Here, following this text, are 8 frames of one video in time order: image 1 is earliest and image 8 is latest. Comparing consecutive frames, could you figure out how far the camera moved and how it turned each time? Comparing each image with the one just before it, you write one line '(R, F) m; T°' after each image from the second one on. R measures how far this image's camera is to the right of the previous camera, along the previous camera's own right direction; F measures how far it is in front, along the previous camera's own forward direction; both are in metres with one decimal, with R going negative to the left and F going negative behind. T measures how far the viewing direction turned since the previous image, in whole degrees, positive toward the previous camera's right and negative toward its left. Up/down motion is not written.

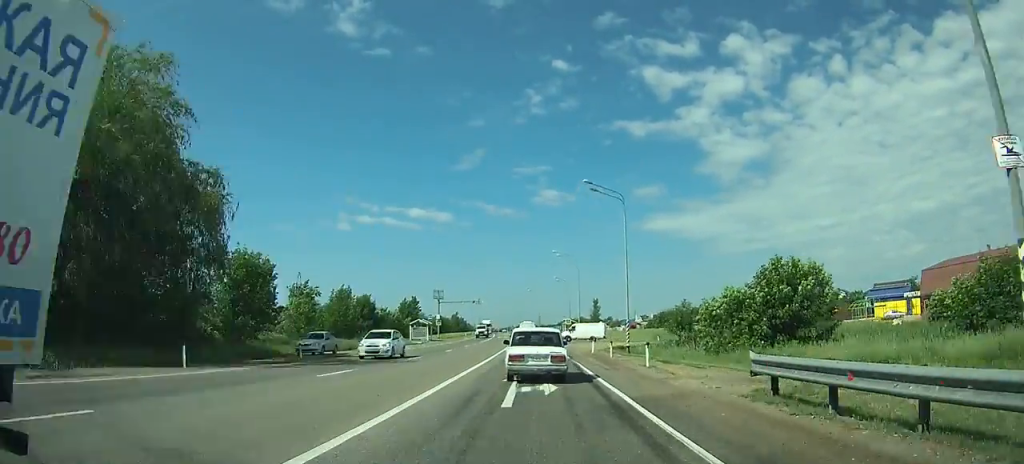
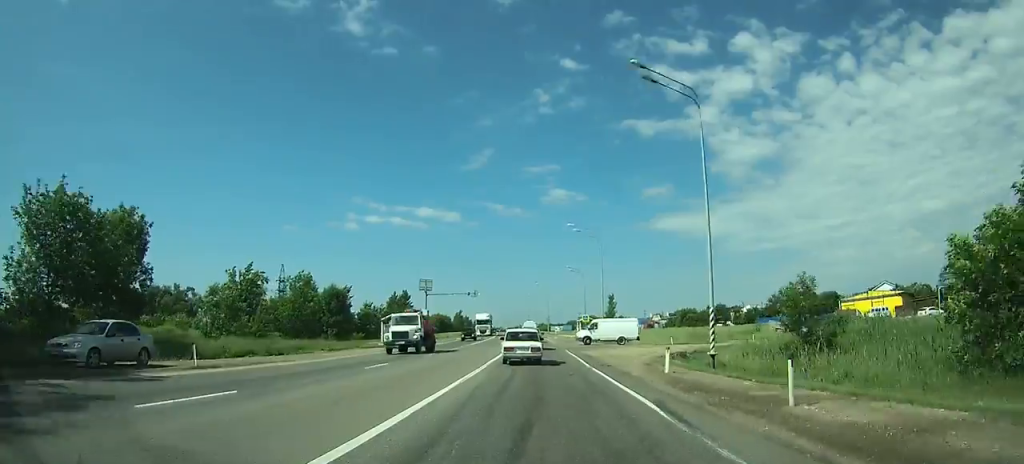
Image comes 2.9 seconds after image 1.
(-0.2, +22.6) m; 0°
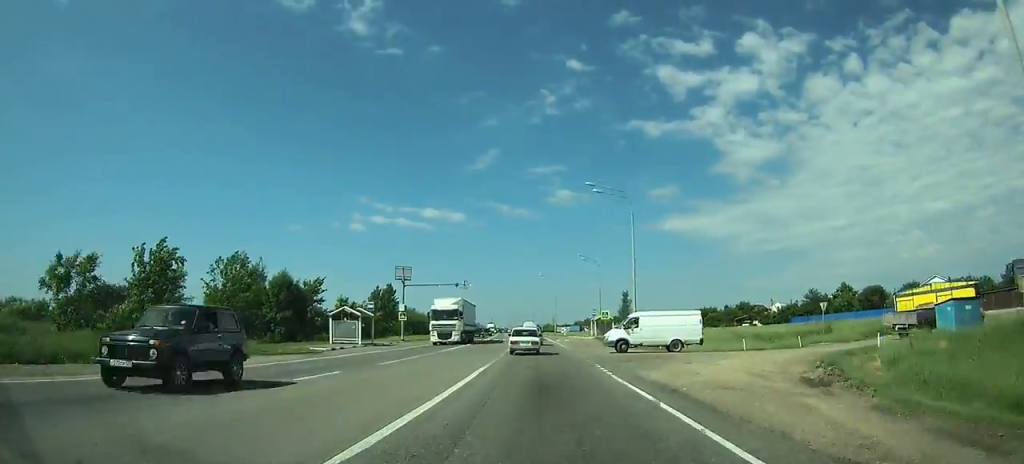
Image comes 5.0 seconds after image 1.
(0.0, +19.3) m; 0°
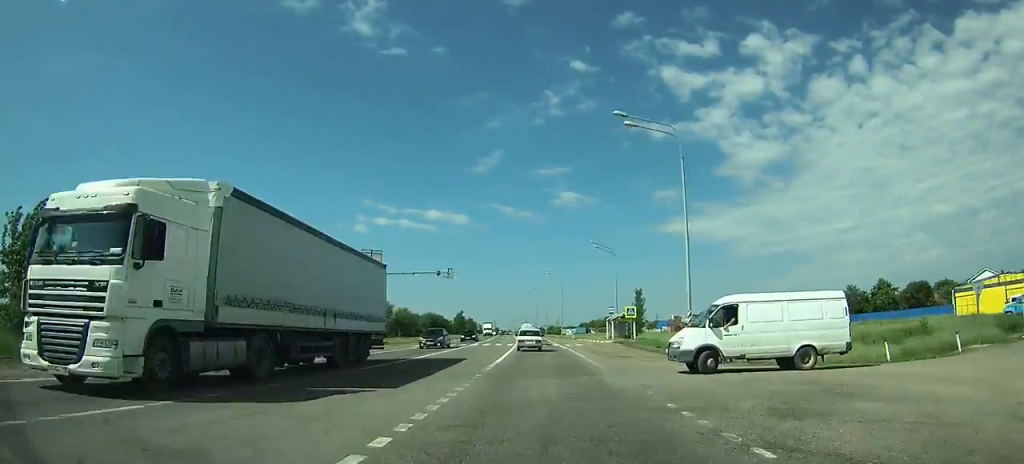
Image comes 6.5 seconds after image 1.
(0.0, +14.7) m; 0°
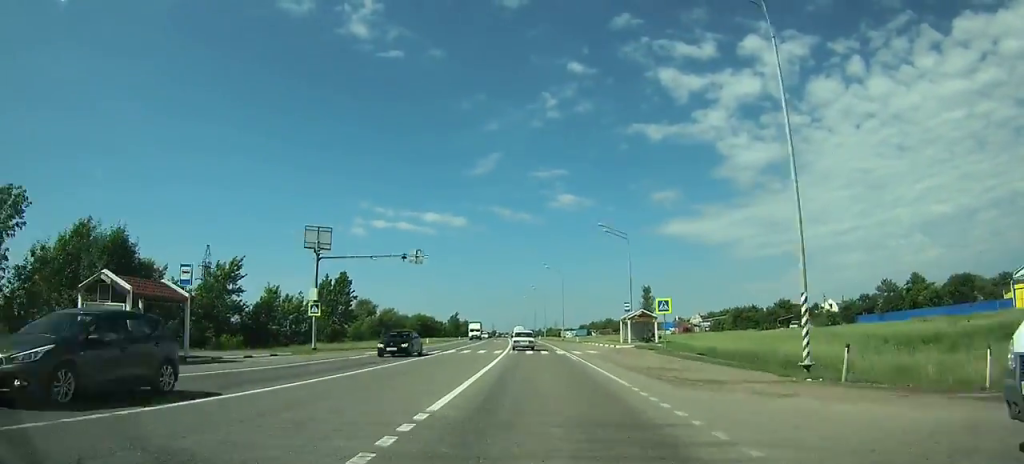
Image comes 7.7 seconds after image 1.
(0.0, +14.5) m; 0°
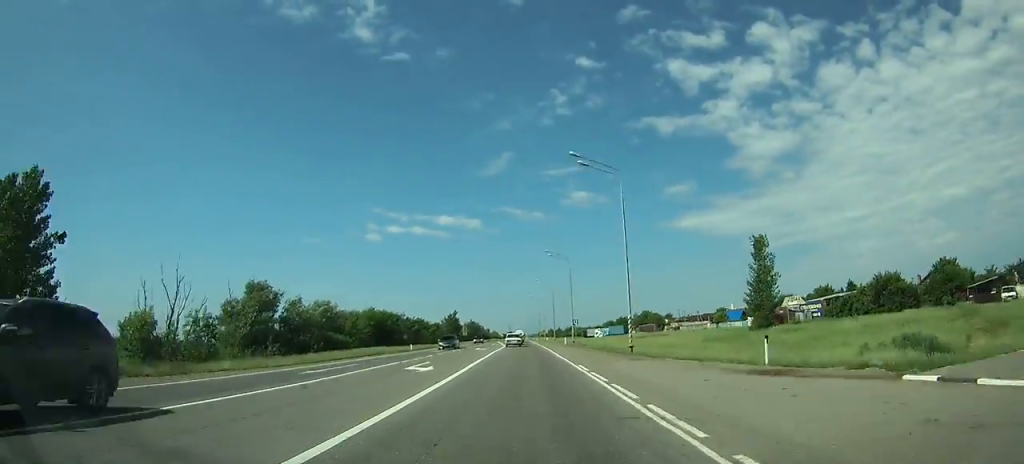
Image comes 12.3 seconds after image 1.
(-0.3, +60.9) m; -2°
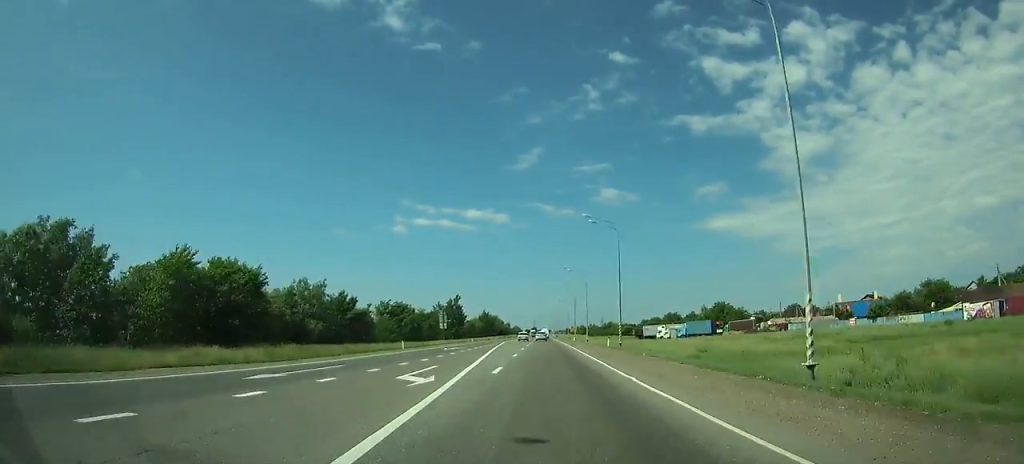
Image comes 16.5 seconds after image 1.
(-1.3, +64.9) m; -1°
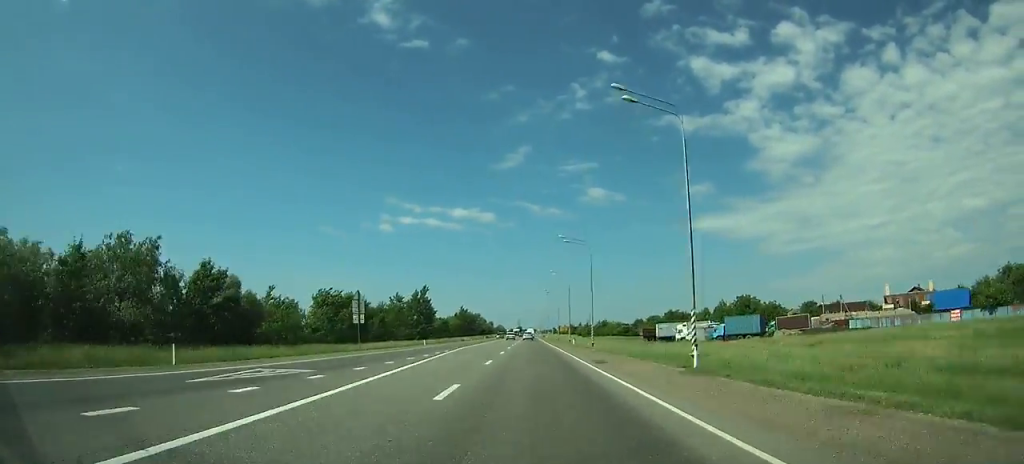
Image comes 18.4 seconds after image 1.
(+0.1, +30.7) m; 0°
